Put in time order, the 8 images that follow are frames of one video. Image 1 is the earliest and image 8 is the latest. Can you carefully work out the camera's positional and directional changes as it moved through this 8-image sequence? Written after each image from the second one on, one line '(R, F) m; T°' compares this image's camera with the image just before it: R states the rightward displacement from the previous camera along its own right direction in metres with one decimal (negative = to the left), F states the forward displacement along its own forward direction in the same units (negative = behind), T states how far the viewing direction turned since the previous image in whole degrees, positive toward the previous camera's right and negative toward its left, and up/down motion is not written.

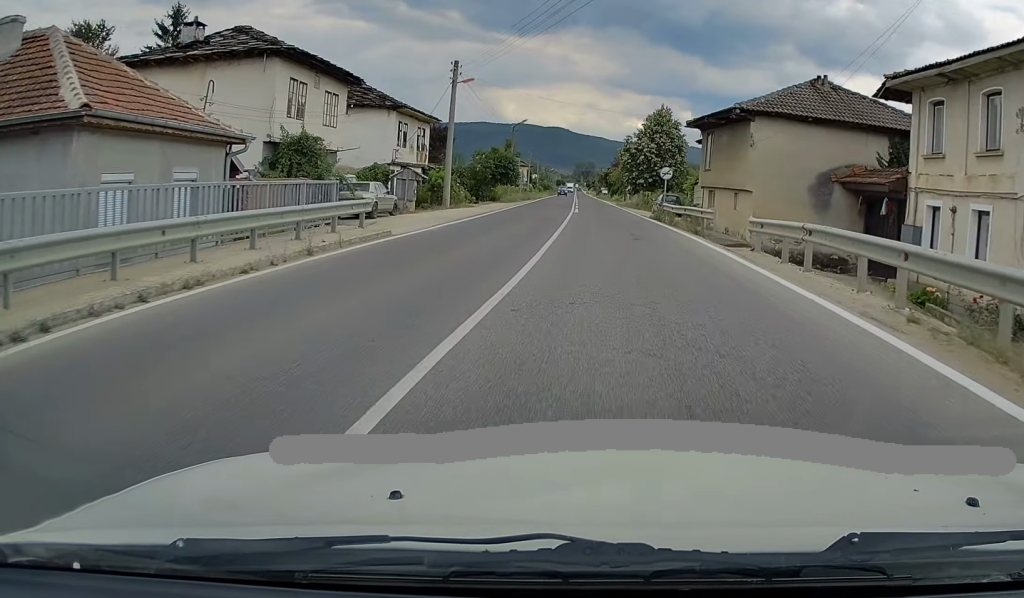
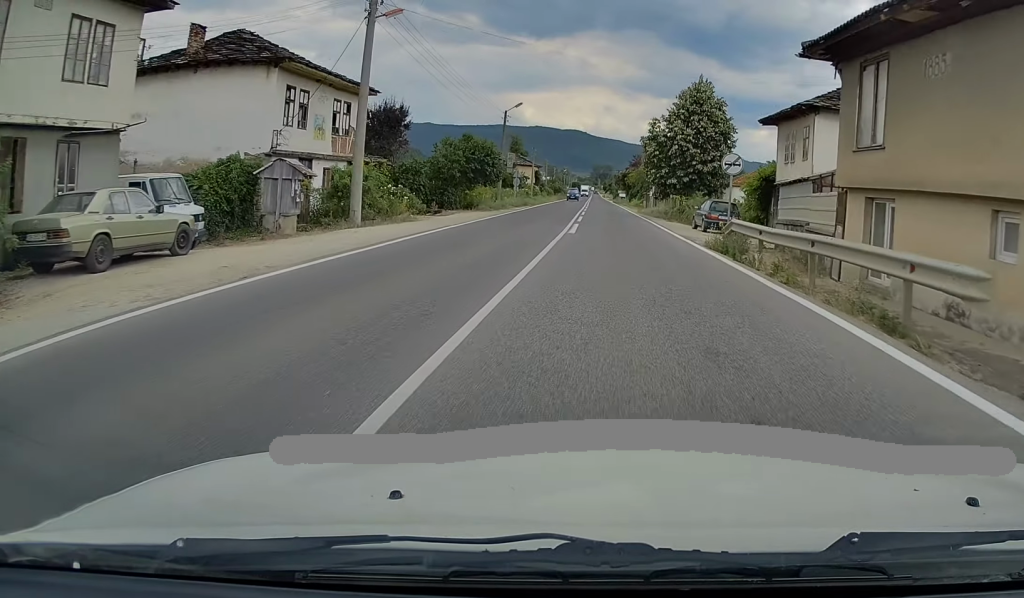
(-0.1, +16.9) m; 0°
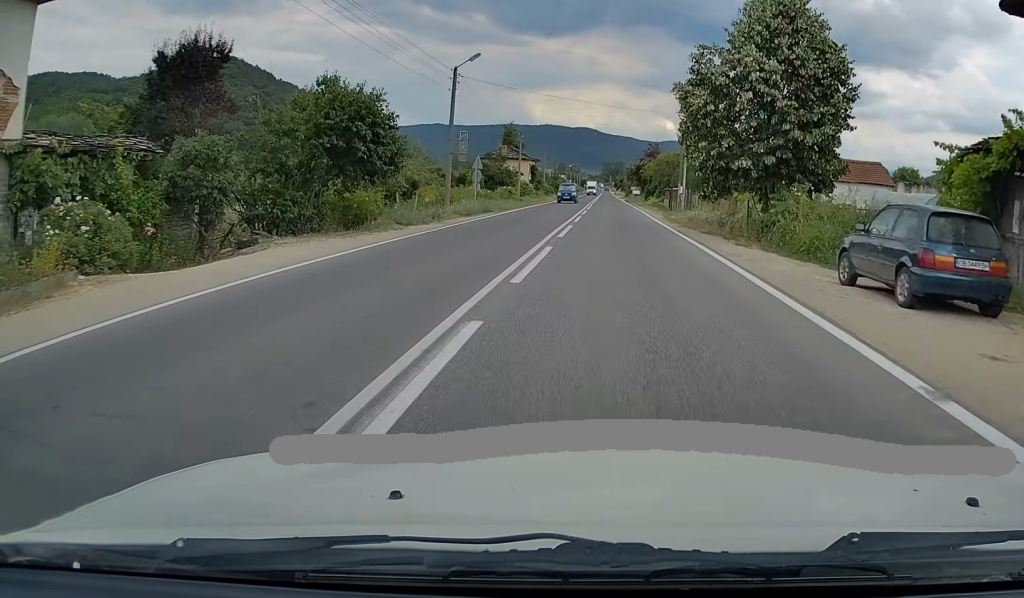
(+0.1, +21.5) m; -1°
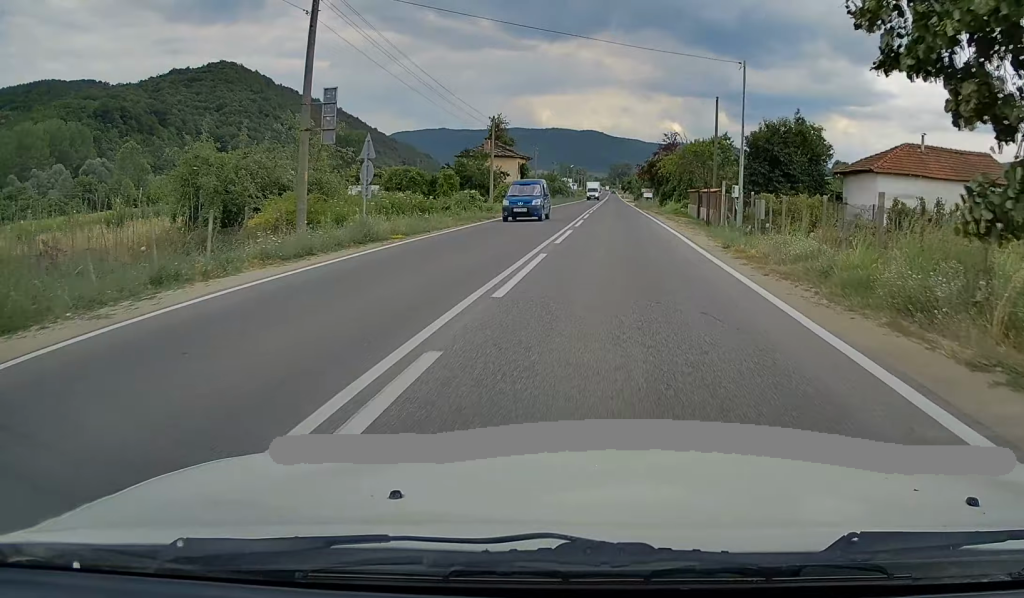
(-0.3, +19.0) m; -1°
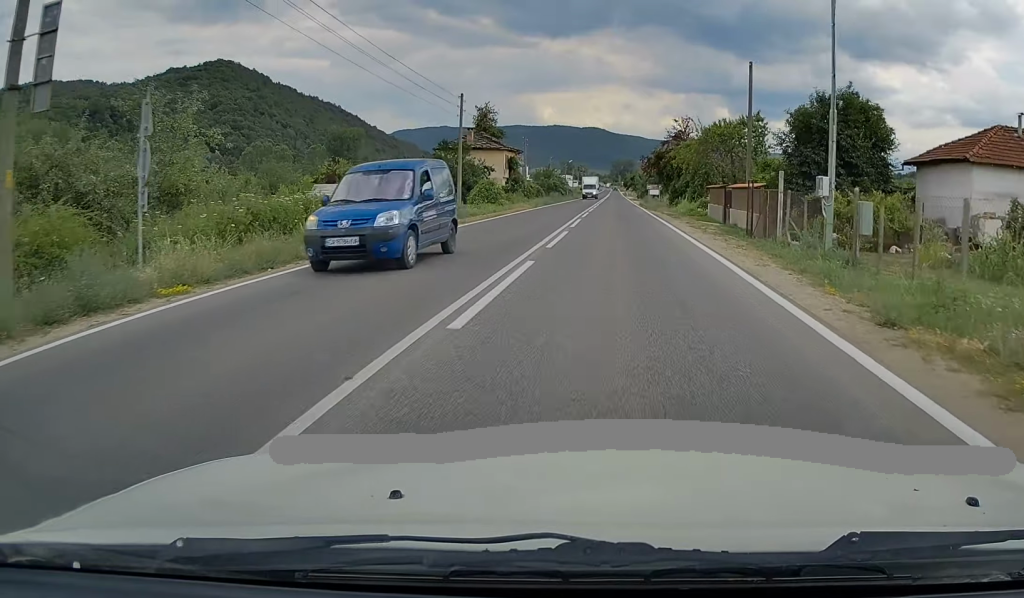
(0.0, +11.3) m; 0°
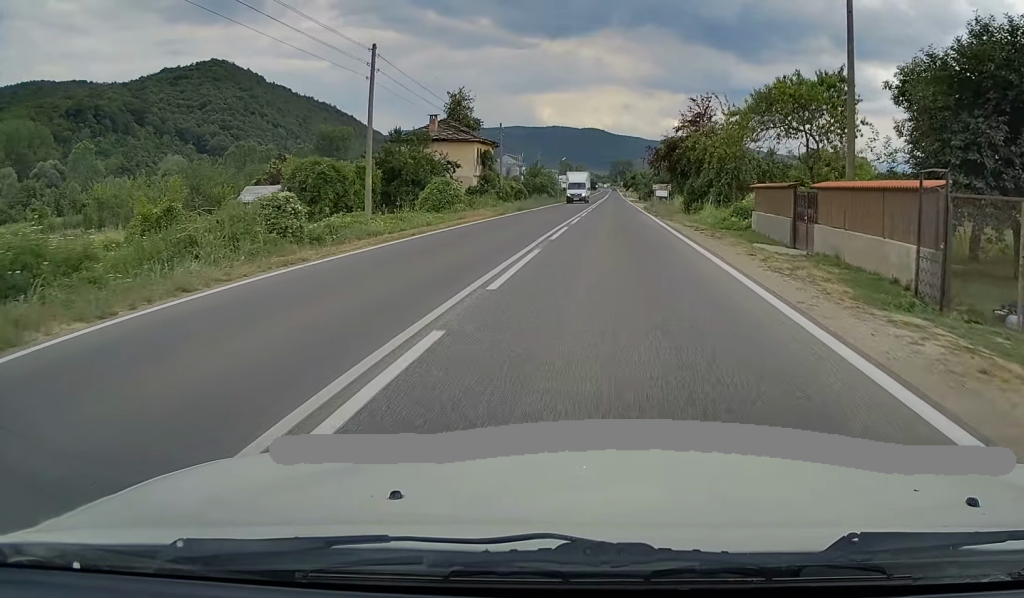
(-0.1, +15.2) m; 0°
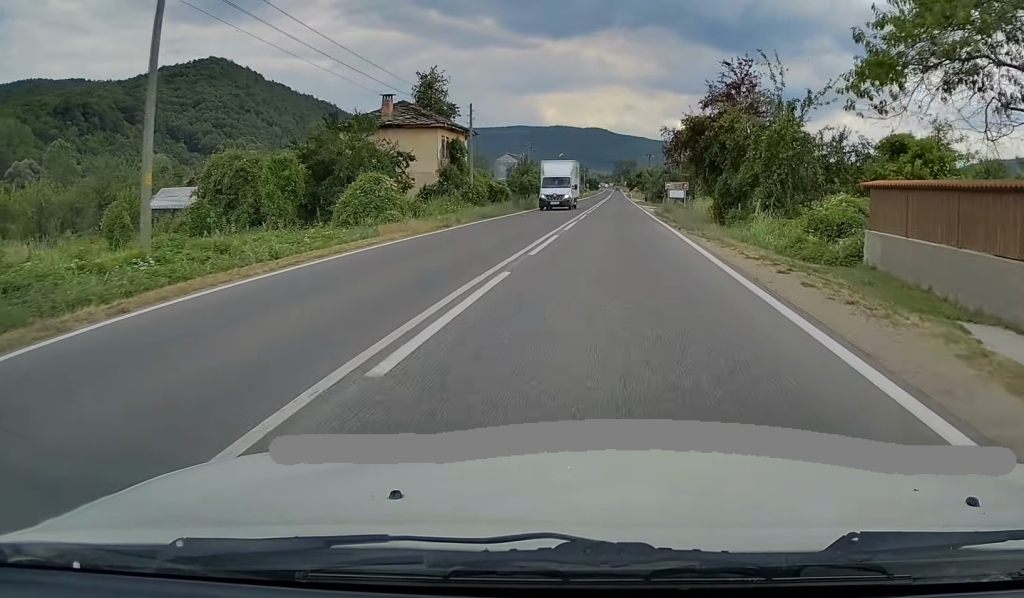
(+0.1, +13.6) m; 0°
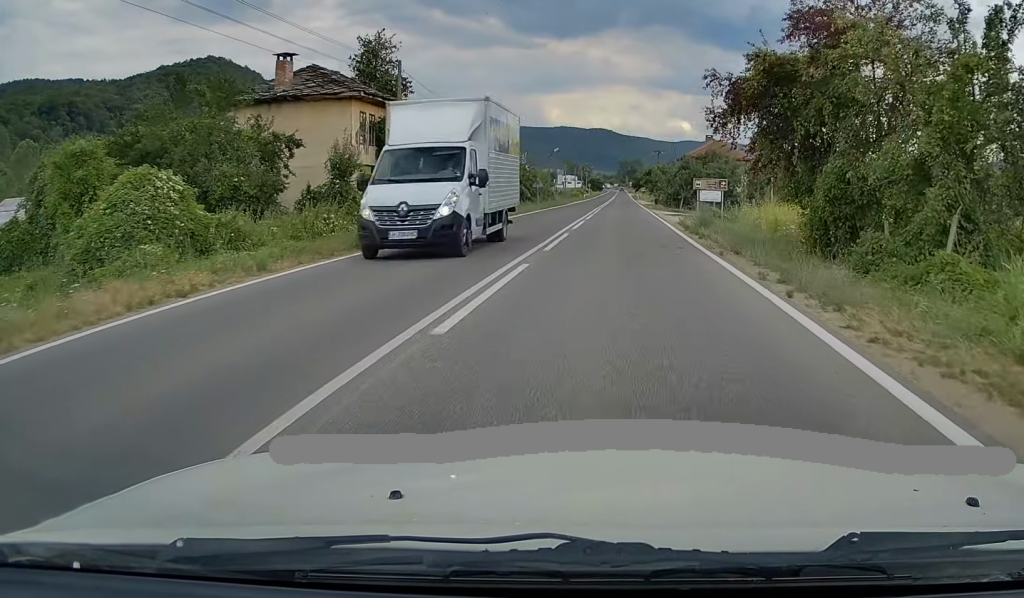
(0.0, +16.6) m; 0°
